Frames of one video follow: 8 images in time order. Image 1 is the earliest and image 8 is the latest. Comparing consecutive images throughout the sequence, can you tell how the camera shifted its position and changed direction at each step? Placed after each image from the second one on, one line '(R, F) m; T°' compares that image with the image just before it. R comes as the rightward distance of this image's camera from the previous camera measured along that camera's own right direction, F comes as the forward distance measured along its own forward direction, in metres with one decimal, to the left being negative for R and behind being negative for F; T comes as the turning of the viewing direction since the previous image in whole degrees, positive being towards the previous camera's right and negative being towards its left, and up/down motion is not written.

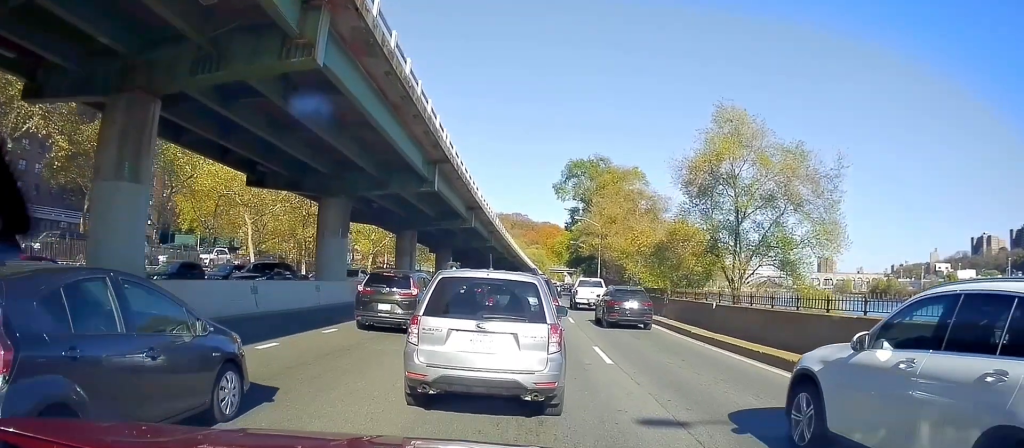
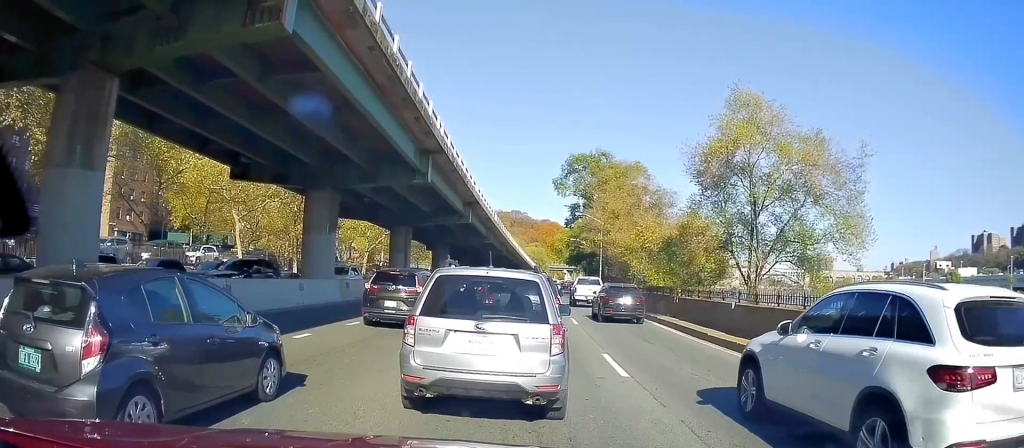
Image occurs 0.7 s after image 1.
(0.0, +2.5) m; 0°
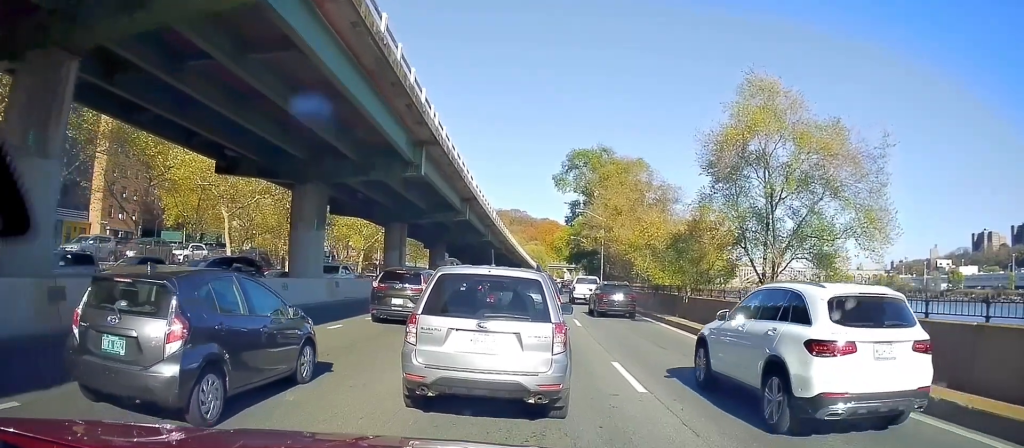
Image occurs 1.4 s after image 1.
(0.0, +2.3) m; 0°
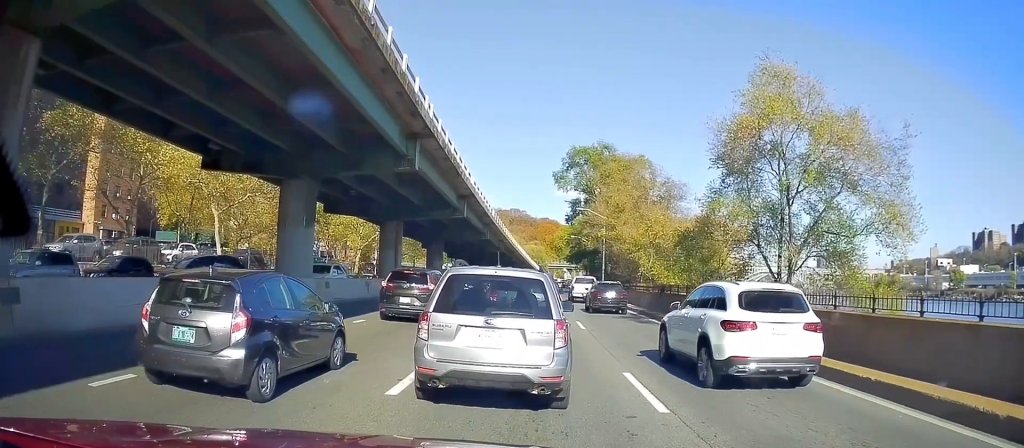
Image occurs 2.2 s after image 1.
(0.0, +2.2) m; 0°
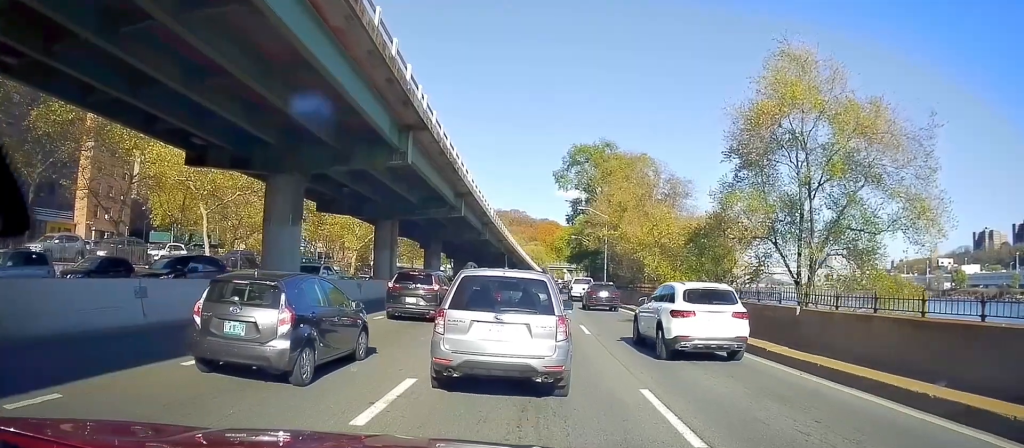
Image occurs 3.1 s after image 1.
(0.0, +2.0) m; 0°
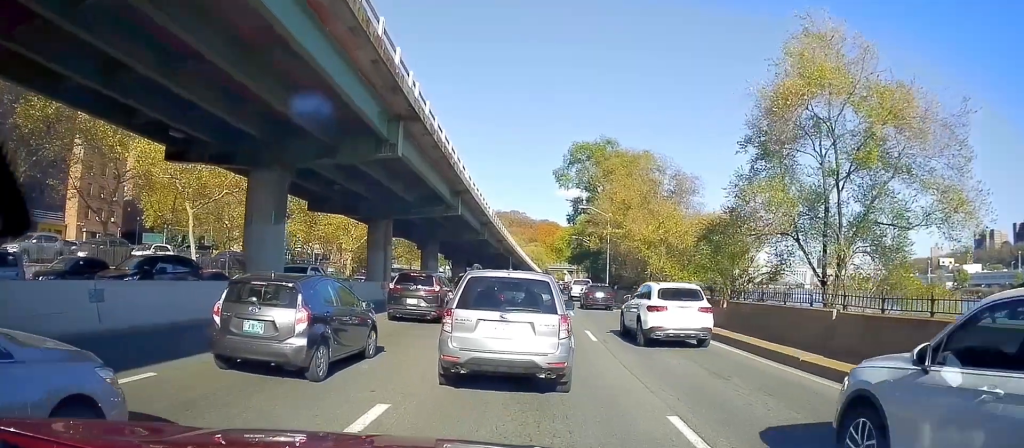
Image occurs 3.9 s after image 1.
(0.0, +1.6) m; 0°
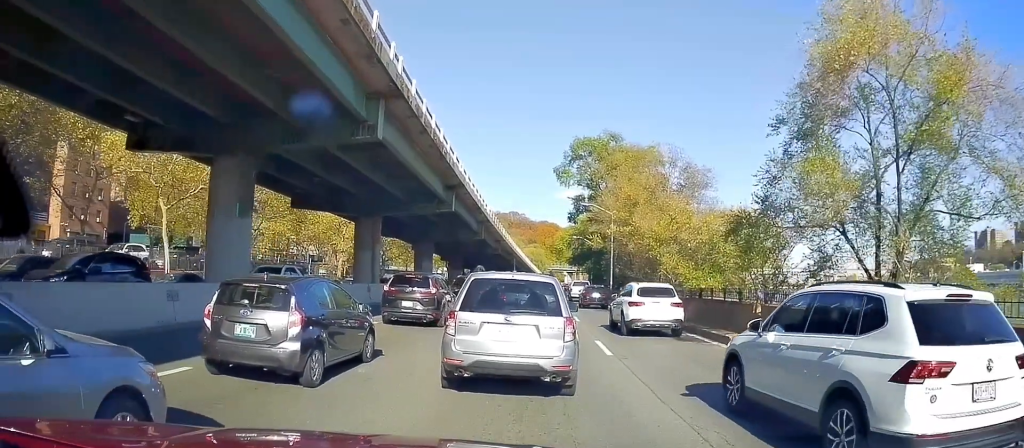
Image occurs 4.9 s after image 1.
(0.0, +2.5) m; 0°
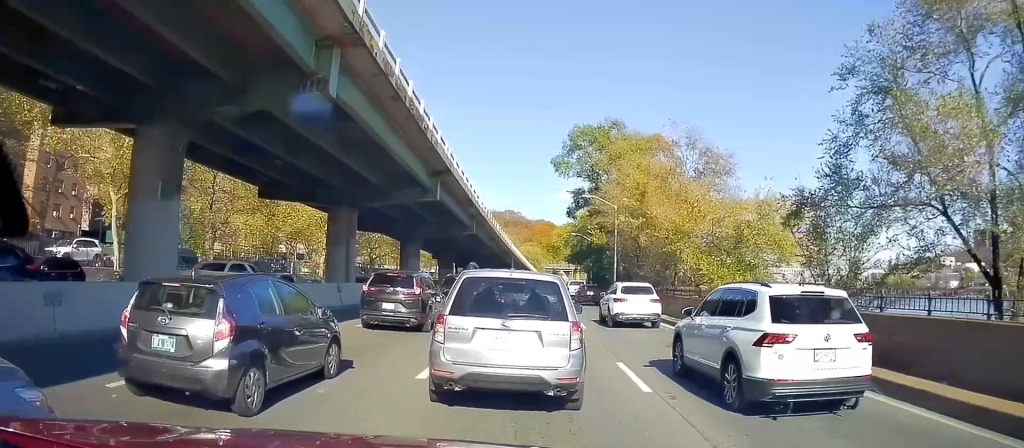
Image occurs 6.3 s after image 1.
(0.0, +3.9) m; 0°
